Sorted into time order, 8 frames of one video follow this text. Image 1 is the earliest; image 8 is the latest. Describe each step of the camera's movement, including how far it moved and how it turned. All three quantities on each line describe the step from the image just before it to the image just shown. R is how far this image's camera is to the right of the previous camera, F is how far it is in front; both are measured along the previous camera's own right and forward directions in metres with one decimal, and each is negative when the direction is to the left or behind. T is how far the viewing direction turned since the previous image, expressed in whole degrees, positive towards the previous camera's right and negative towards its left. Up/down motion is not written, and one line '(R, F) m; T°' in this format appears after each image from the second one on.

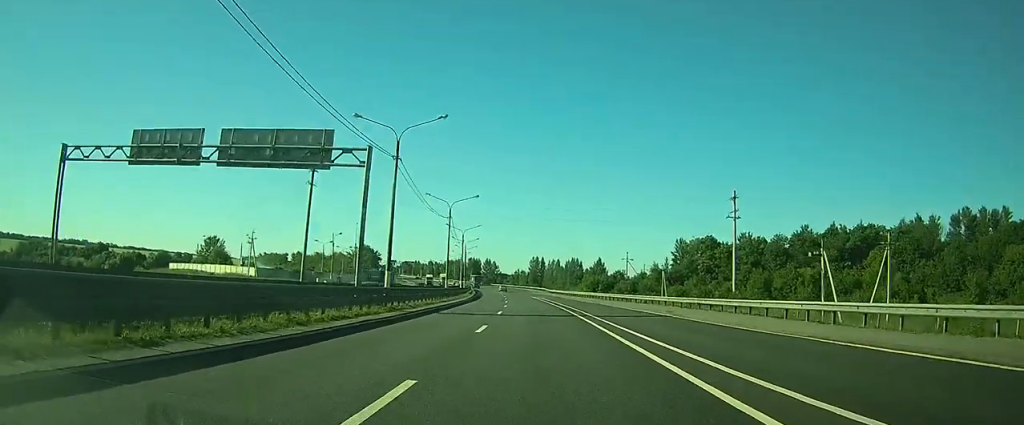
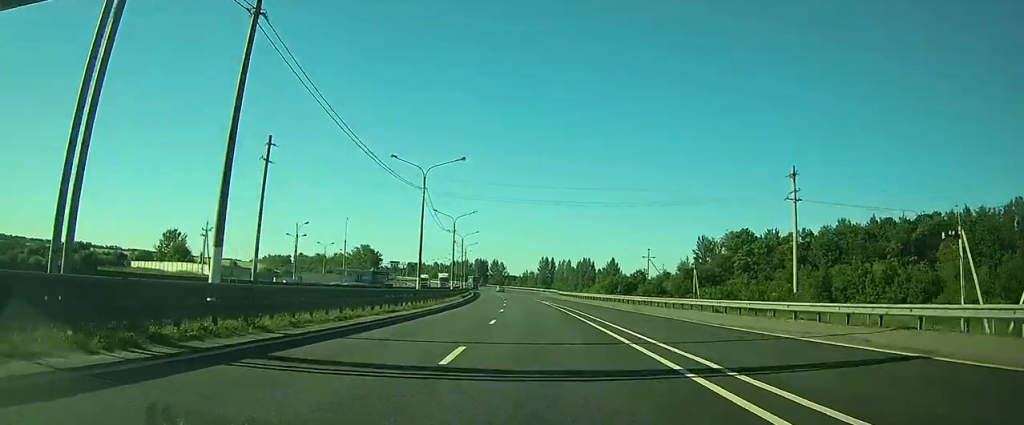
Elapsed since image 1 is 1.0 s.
(-0.1, +18.7) m; -1°
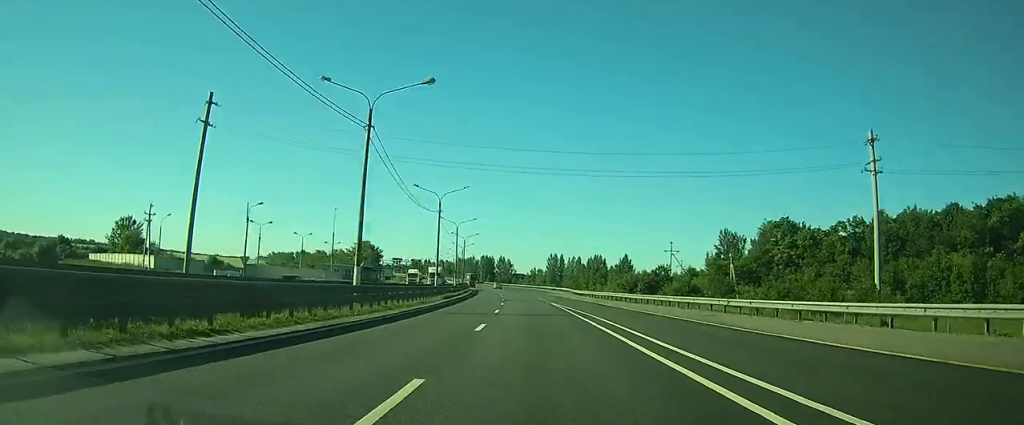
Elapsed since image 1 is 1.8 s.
(-0.2, +16.5) m; -1°
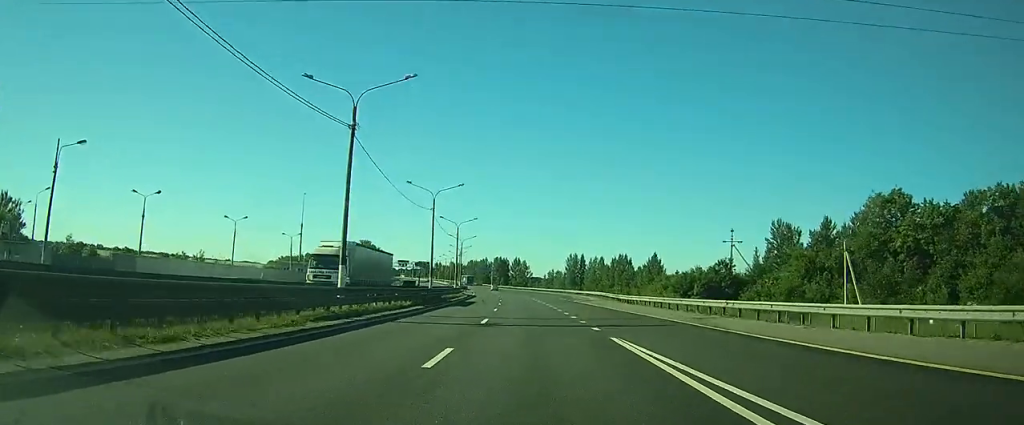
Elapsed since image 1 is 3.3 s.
(-0.3, +31.4) m; -2°
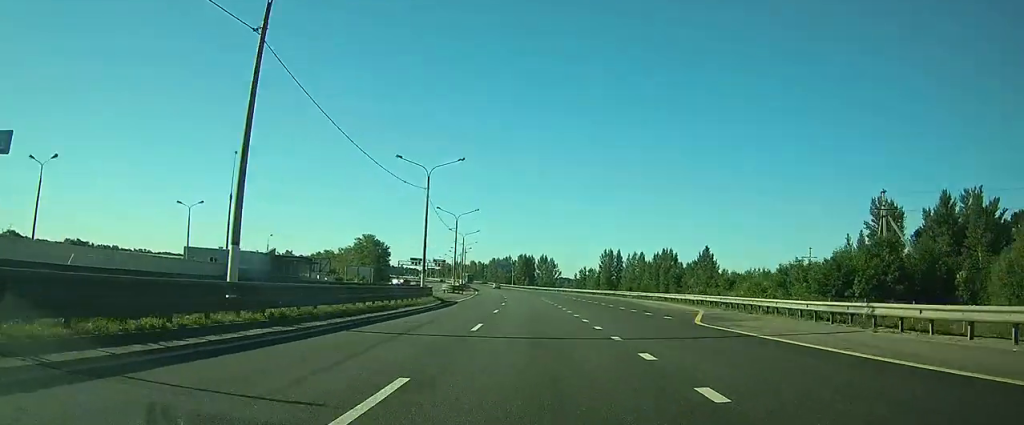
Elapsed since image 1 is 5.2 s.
(-0.8, +40.1) m; -2°
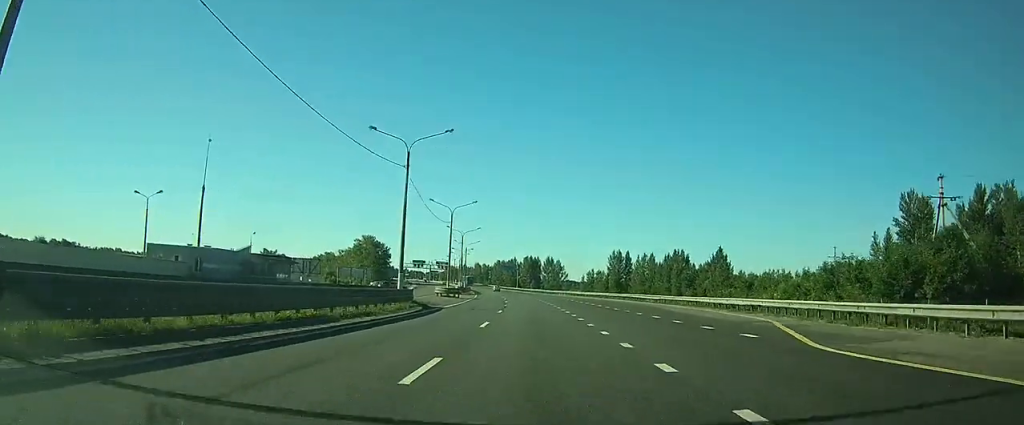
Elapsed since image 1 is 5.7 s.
(+0.1, +9.3) m; 0°
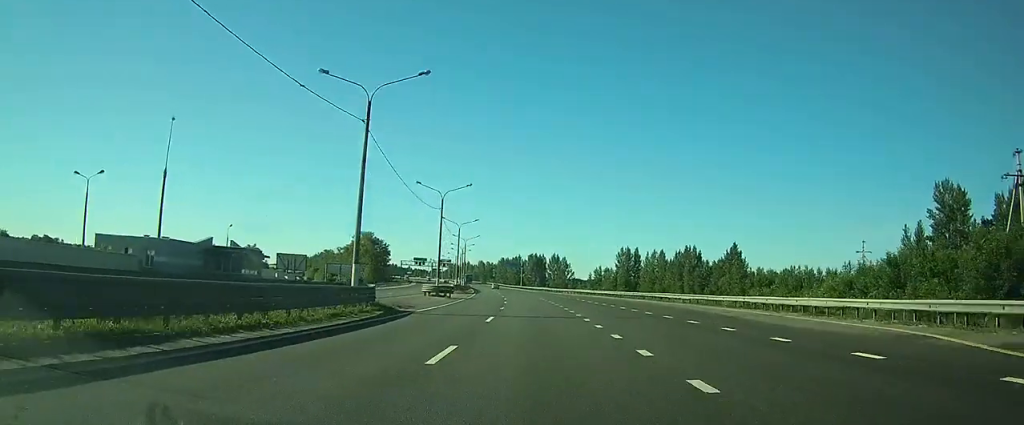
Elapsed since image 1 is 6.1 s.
(-0.1, +10.1) m; -1°
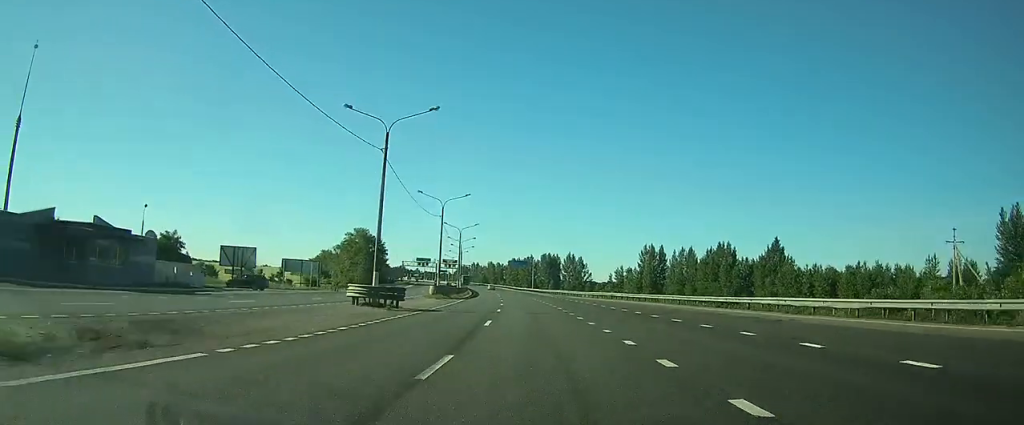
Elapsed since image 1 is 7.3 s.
(-0.4, +25.5) m; -2°
